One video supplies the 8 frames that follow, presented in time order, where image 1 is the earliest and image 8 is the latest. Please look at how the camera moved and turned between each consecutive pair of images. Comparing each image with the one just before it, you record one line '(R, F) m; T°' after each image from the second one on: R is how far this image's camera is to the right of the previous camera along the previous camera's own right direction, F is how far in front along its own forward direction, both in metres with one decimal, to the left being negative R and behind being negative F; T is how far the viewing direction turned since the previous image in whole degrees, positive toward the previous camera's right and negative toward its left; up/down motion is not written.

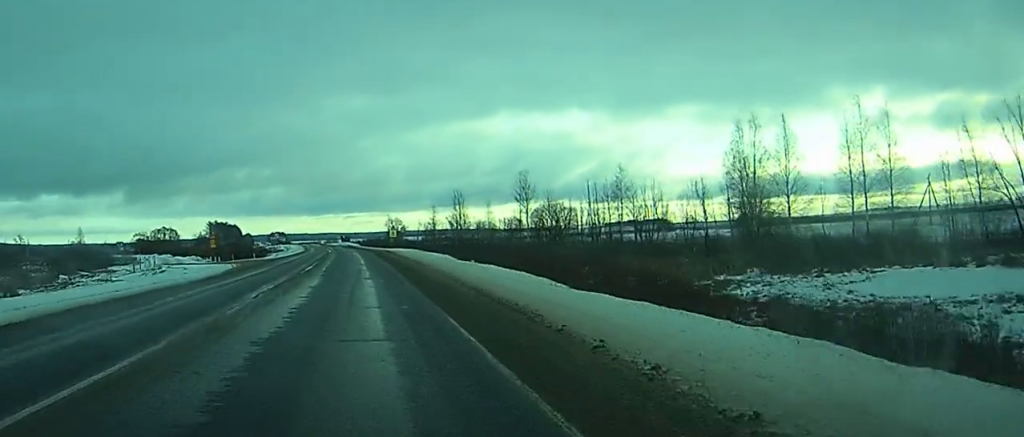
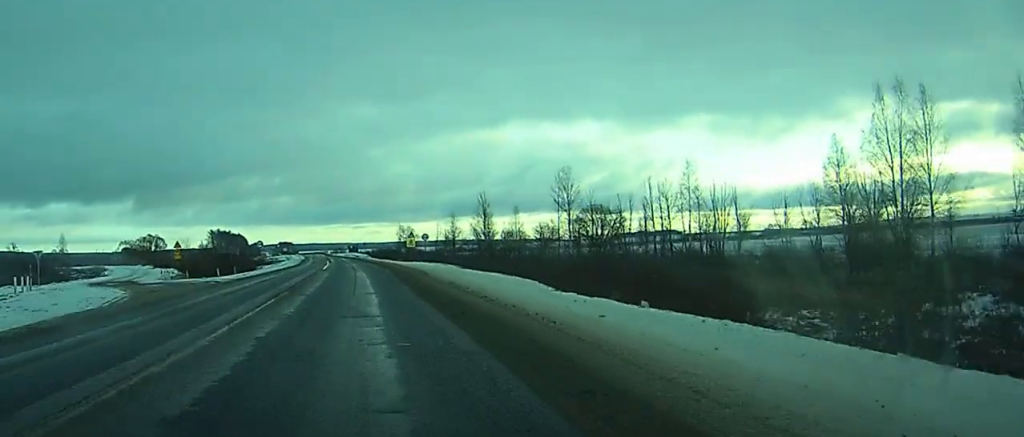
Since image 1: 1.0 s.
(-0.2, +26.2) m; -1°
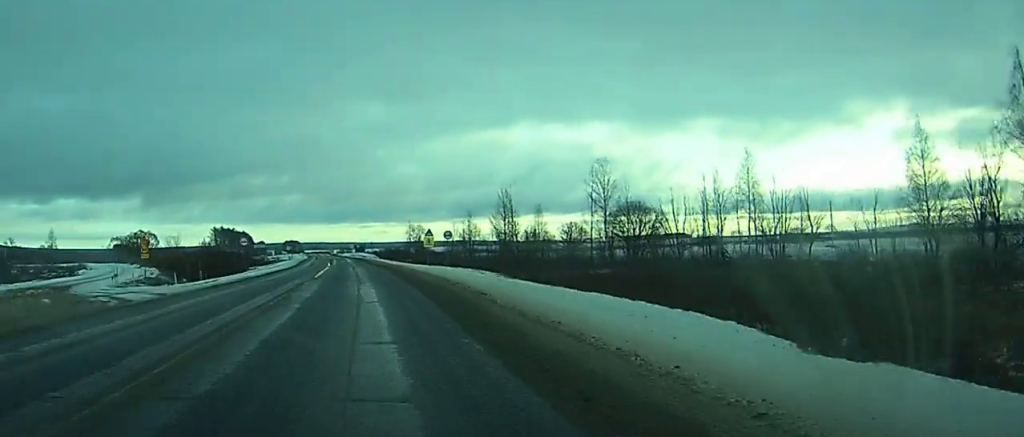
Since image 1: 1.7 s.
(-0.1, +16.0) m; 0°
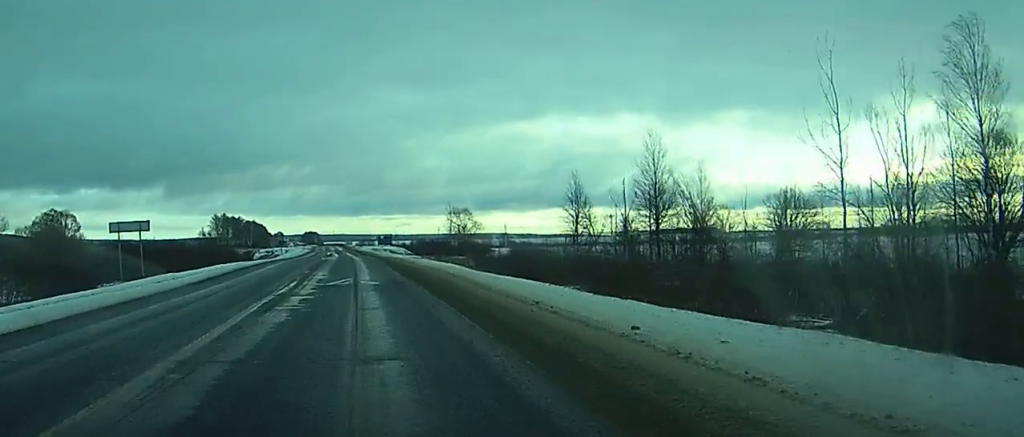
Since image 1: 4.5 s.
(-0.6, +71.1) m; -1°
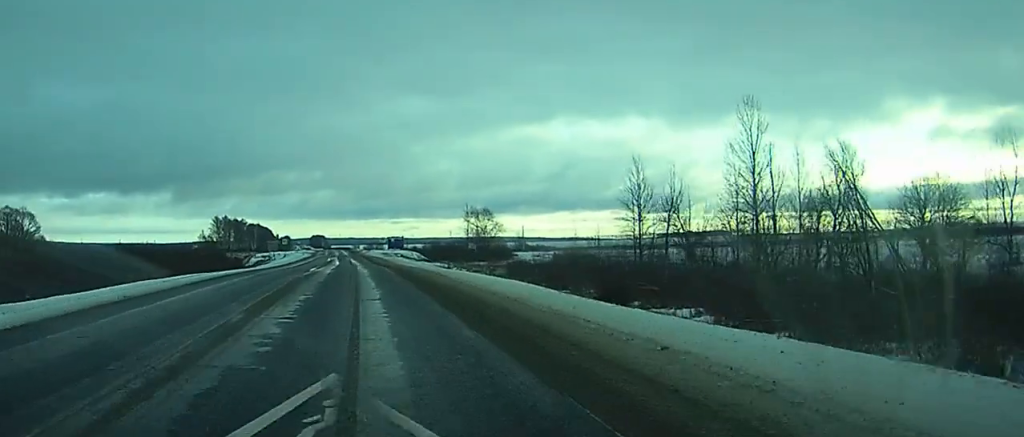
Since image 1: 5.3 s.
(0.0, +20.5) m; 0°
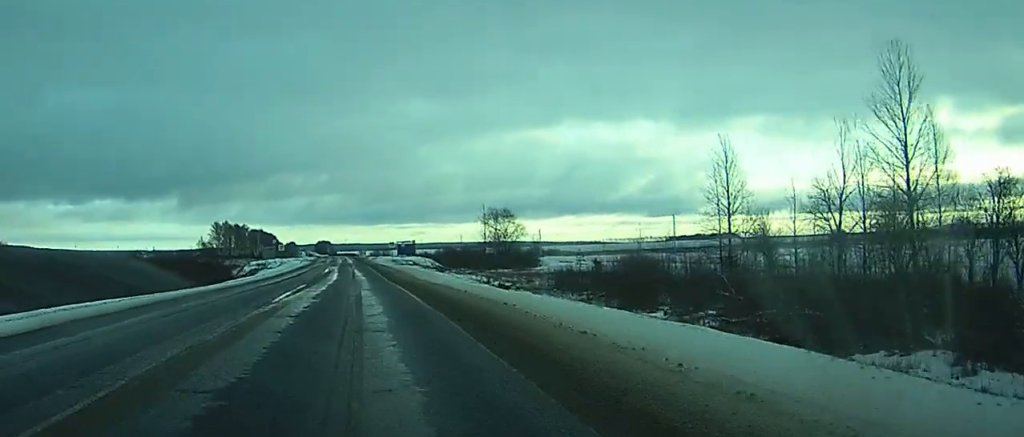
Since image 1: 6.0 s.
(0.0, +18.9) m; 0°
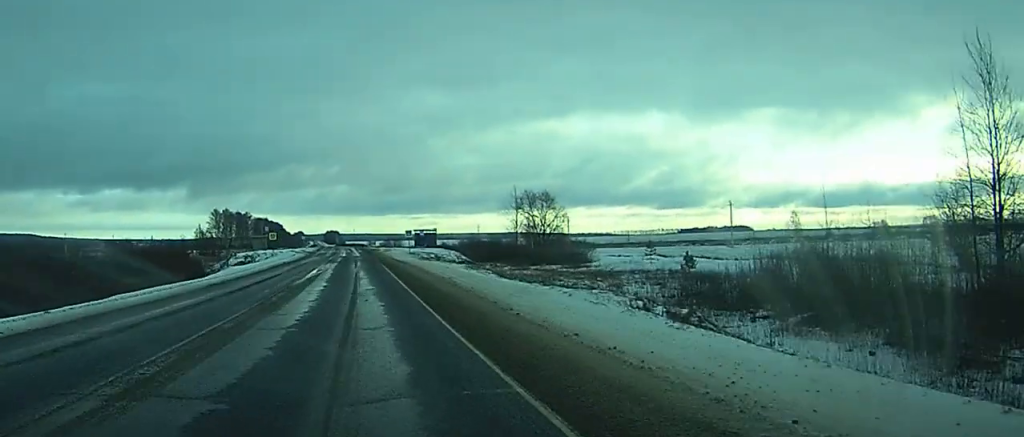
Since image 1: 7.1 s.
(-0.3, +27.6) m; -1°
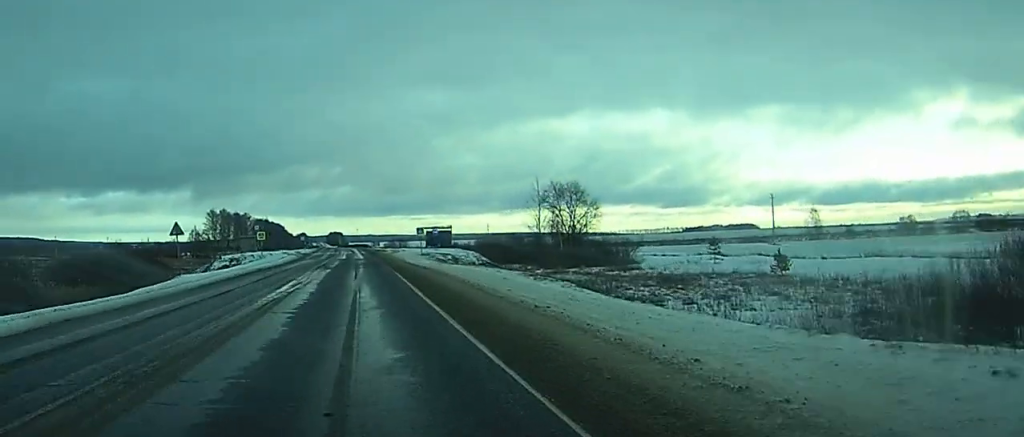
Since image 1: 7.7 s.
(-0.1, +17.4) m; 0°
